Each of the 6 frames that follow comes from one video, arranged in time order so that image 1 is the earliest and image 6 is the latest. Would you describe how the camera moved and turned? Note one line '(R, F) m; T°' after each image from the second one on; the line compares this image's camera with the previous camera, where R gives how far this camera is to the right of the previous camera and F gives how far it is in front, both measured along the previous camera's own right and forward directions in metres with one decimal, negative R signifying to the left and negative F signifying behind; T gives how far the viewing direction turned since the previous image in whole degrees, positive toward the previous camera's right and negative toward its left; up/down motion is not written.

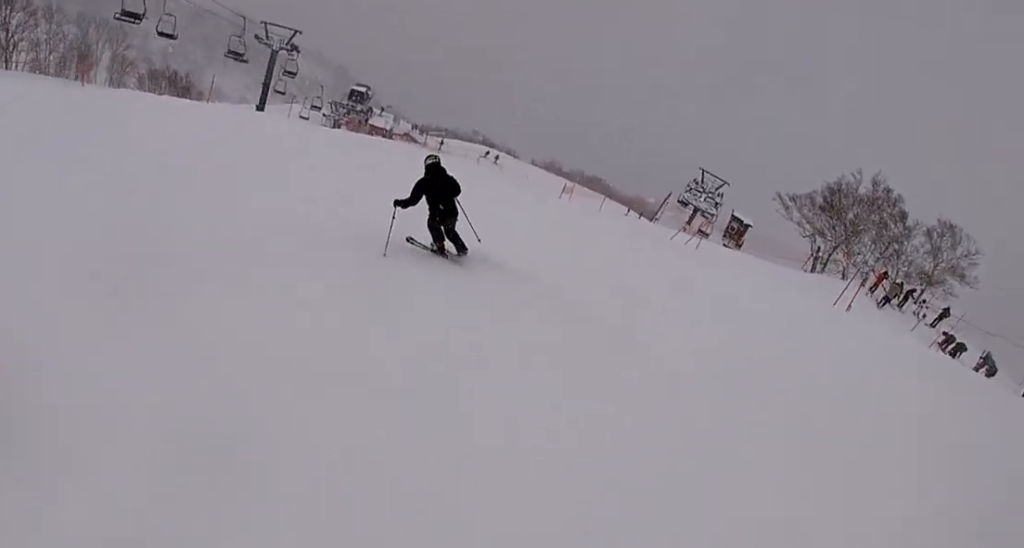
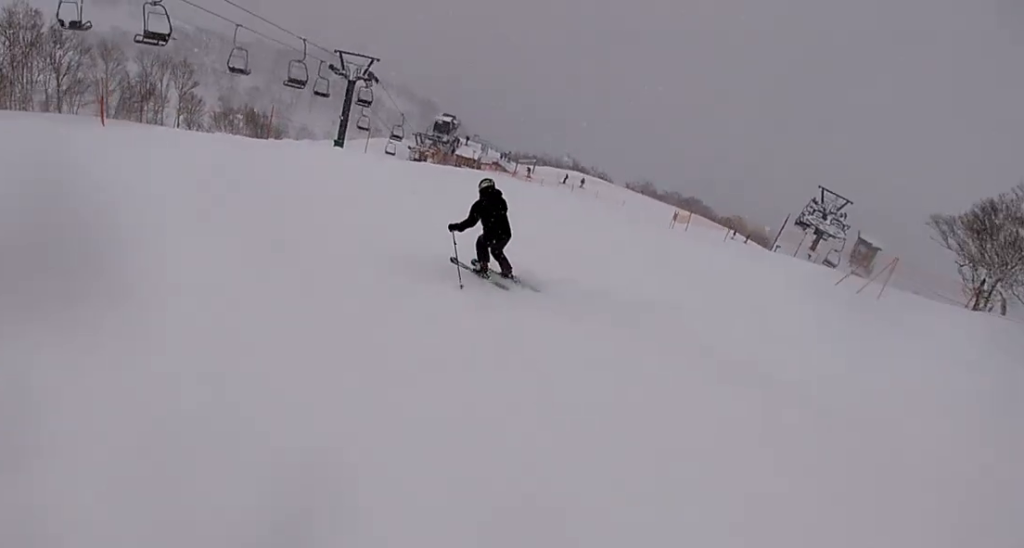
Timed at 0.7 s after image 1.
(-0.8, +4.9) m; -5°
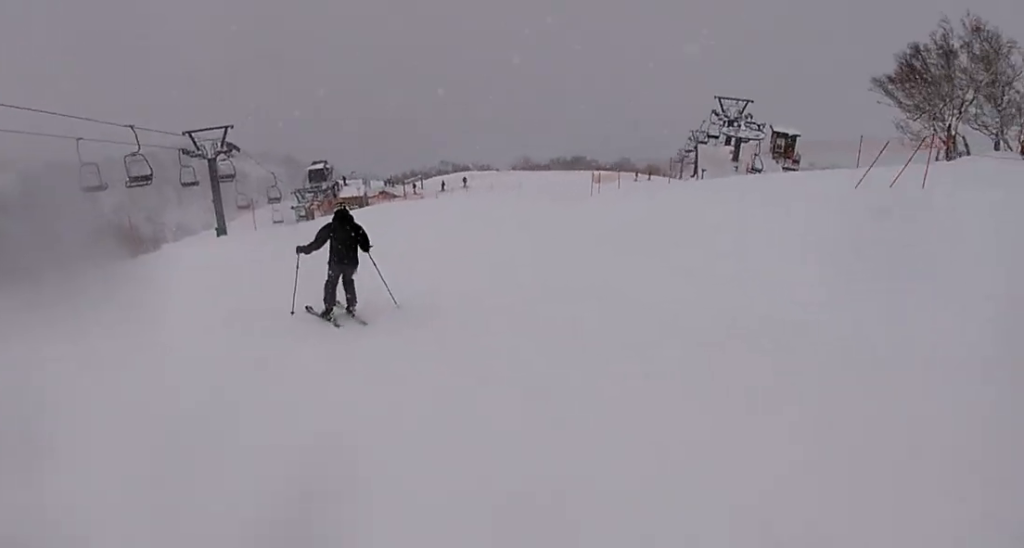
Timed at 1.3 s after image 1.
(-0.3, +4.8) m; +1°
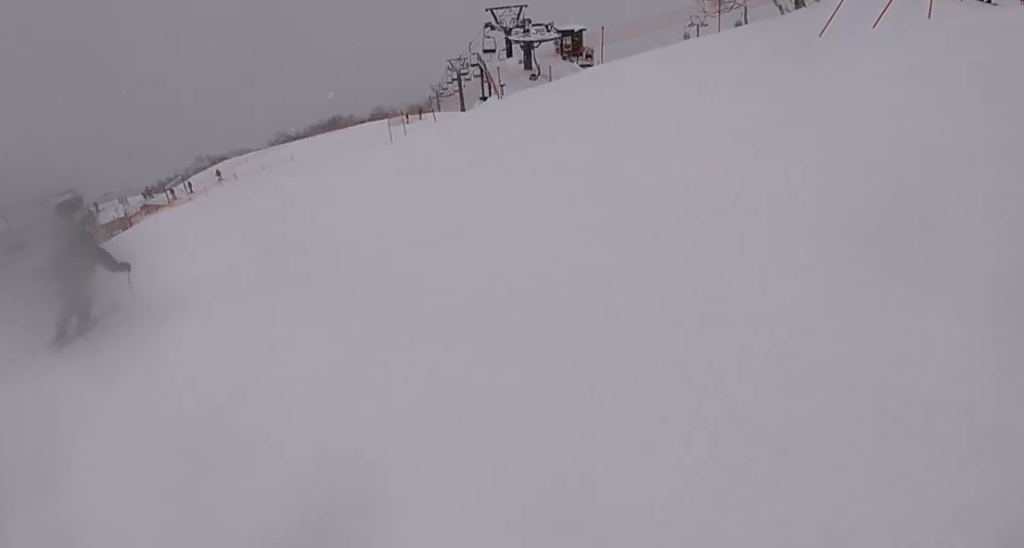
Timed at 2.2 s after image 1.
(+0.2, +6.9) m; +14°
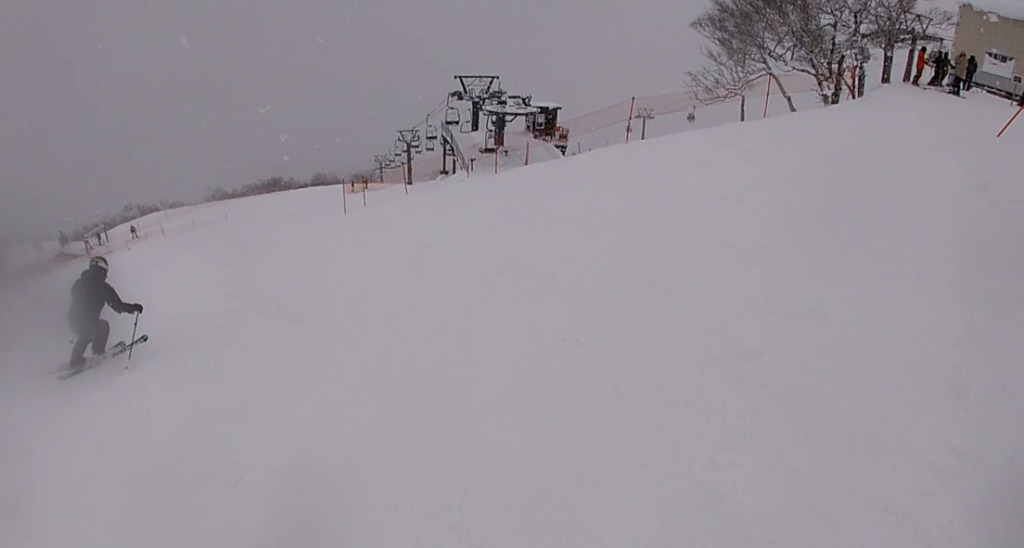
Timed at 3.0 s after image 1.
(+1.5, +6.1) m; +5°
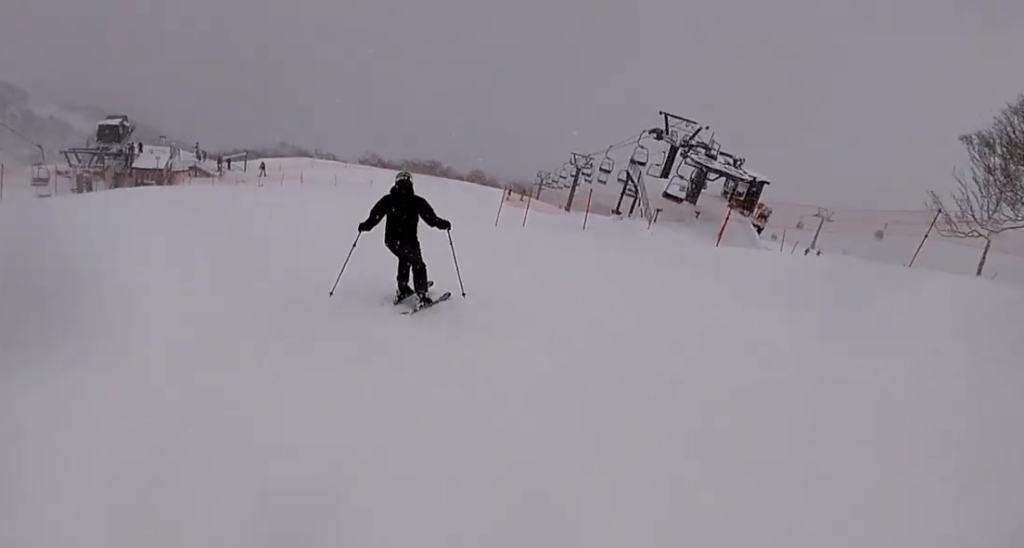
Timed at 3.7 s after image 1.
(-0.5, +6.1) m; -4°
